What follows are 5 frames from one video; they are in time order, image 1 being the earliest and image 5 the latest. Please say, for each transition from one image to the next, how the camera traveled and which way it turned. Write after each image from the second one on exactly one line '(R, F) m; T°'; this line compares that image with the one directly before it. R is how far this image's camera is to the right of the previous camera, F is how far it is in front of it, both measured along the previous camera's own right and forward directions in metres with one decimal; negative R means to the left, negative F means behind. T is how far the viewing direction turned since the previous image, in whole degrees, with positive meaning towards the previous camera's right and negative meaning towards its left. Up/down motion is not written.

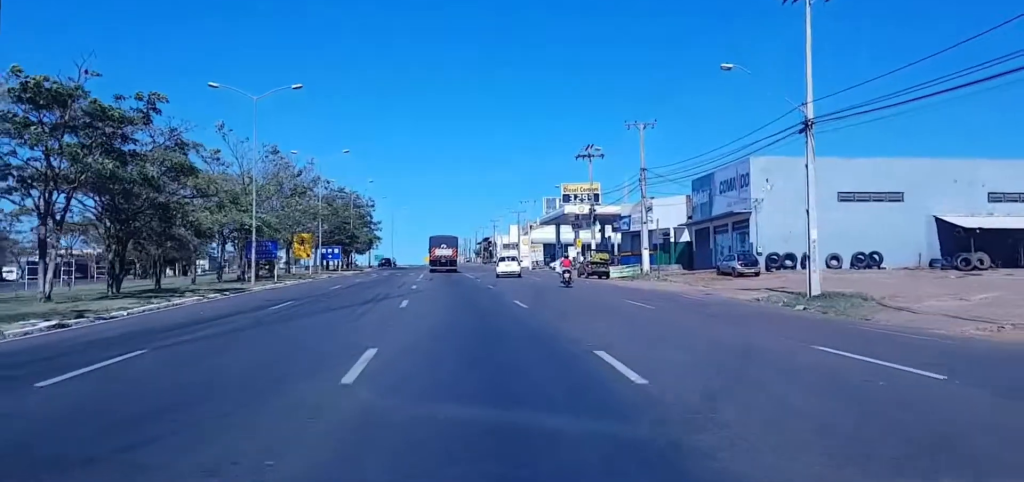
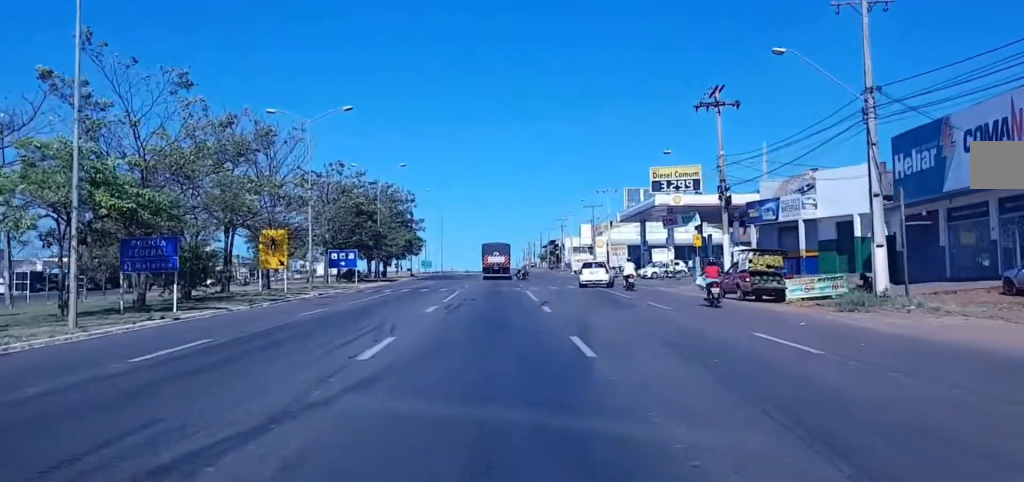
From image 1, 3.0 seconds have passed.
(-0.2, +27.3) m; -3°
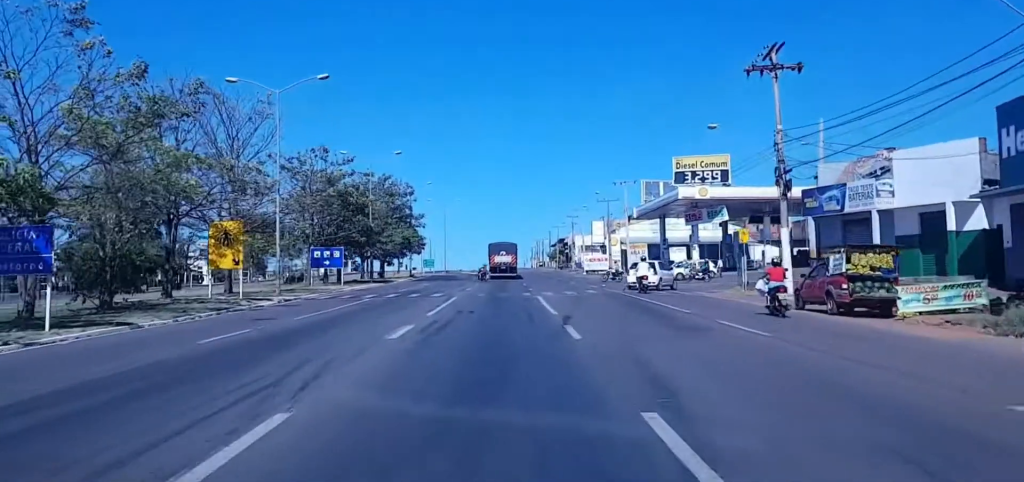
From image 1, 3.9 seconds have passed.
(0.0, +9.2) m; -1°
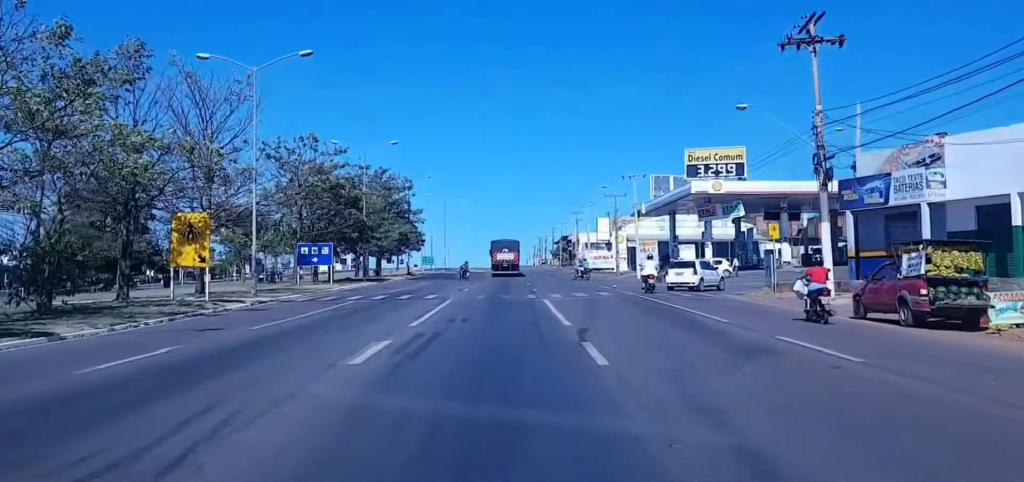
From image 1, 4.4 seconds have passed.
(+0.1, +4.8) m; 0°
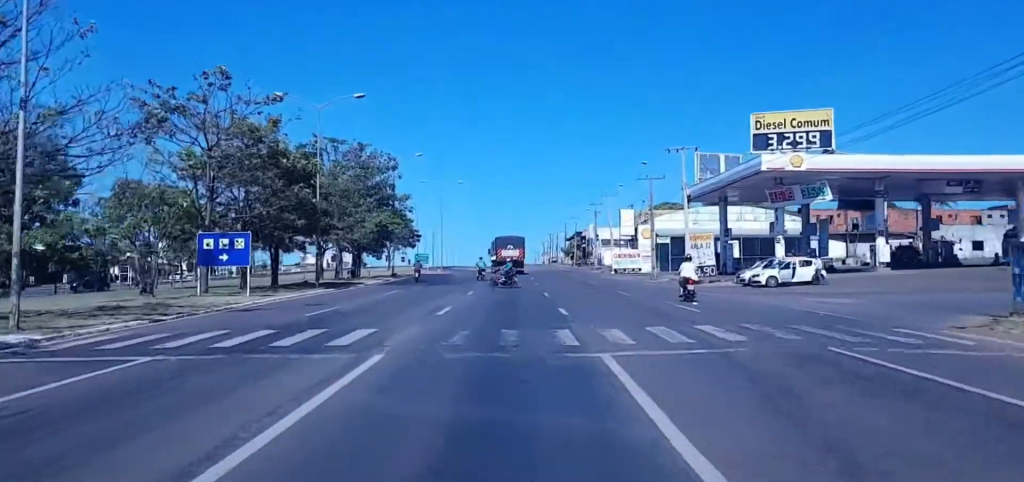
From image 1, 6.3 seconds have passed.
(0.0, +21.9) m; +2°
